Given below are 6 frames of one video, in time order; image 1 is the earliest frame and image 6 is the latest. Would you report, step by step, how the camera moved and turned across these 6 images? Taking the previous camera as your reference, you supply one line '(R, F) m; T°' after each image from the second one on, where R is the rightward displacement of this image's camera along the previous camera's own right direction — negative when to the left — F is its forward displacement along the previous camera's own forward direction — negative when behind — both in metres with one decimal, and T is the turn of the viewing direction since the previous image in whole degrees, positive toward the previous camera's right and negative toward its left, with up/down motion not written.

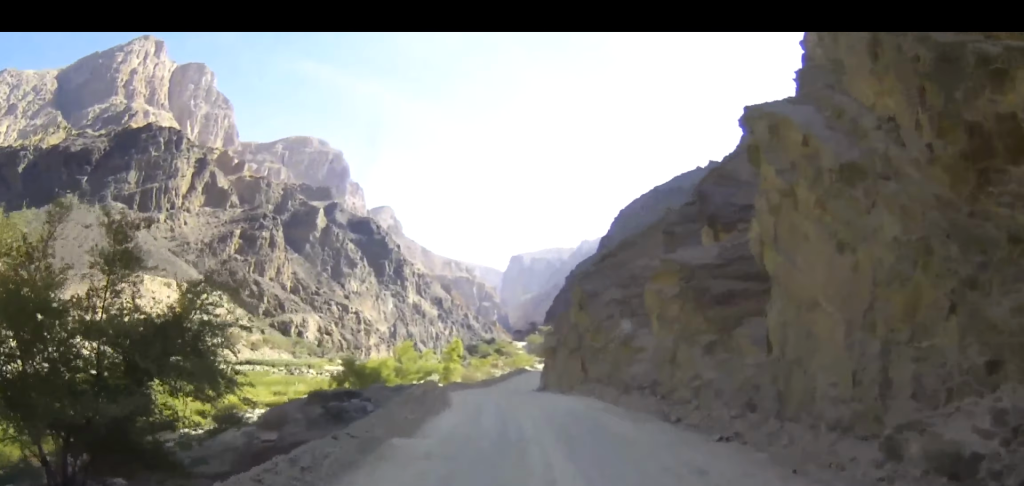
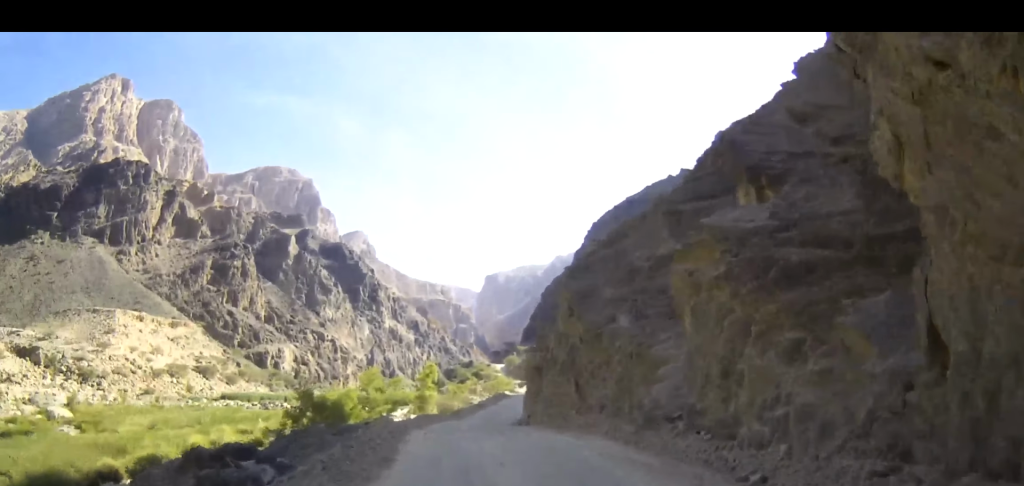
(+0.2, +5.3) m; +2°
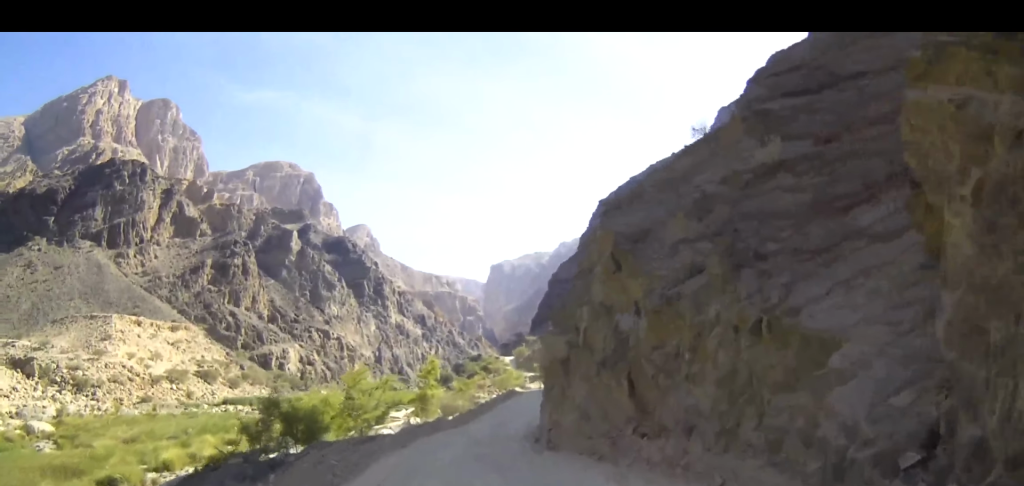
(0.0, +8.0) m; -1°
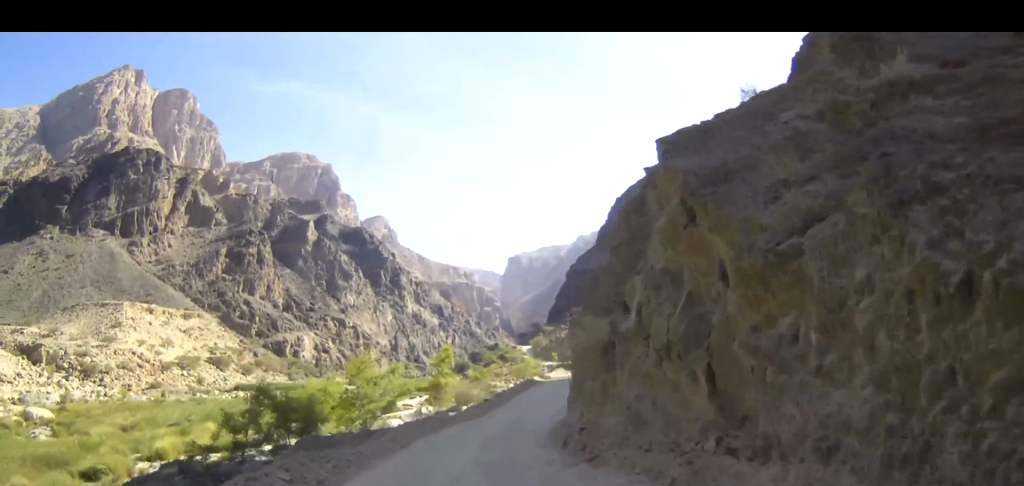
(0.0, +4.0) m; -1°
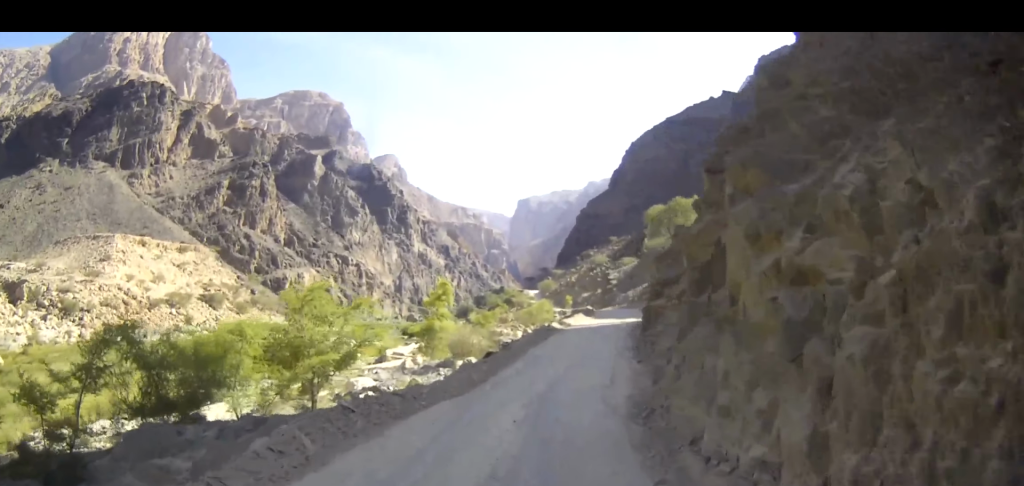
(-0.4, +13.4) m; -1°
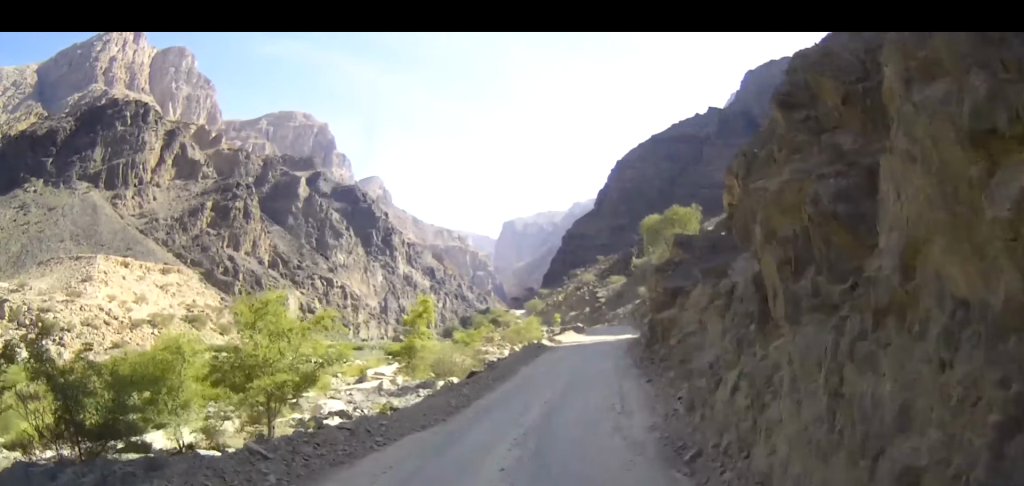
(+0.1, +4.5) m; +1°
